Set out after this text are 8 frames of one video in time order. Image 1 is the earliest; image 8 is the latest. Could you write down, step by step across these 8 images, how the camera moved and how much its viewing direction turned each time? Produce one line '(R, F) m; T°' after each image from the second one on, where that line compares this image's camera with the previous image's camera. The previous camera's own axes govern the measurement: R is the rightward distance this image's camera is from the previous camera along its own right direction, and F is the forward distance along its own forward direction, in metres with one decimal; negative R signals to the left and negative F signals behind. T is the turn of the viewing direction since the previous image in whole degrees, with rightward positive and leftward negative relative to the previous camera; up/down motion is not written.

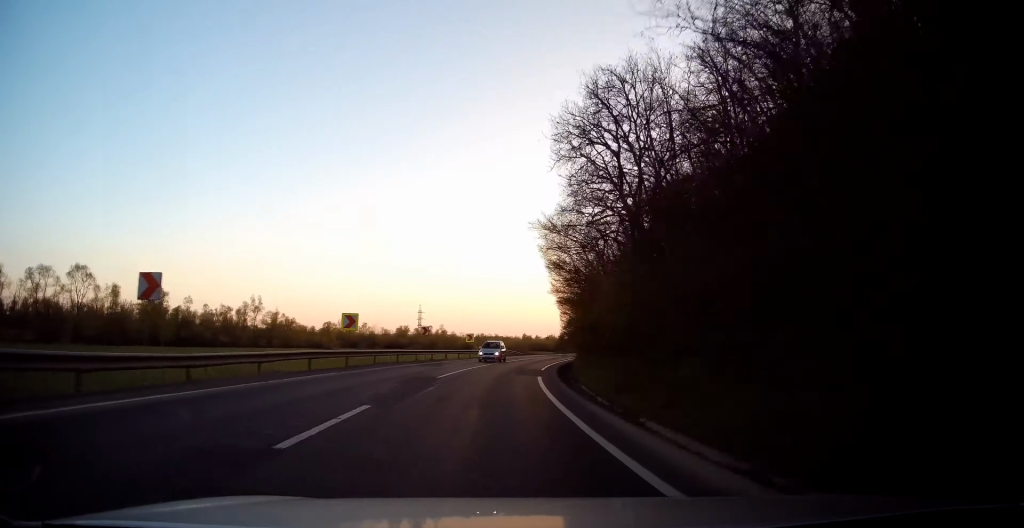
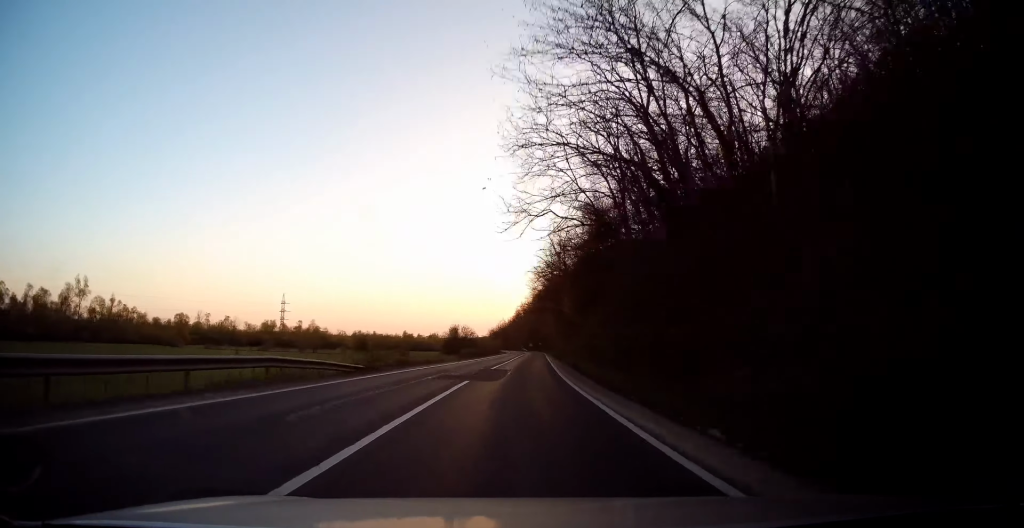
(+5.4, +49.6) m; +12°
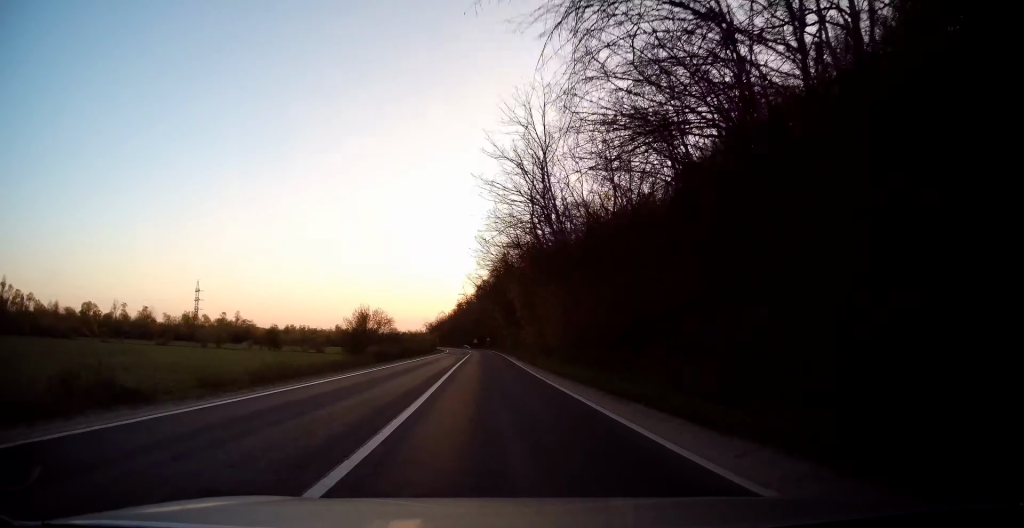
(+2.0, +34.0) m; +6°
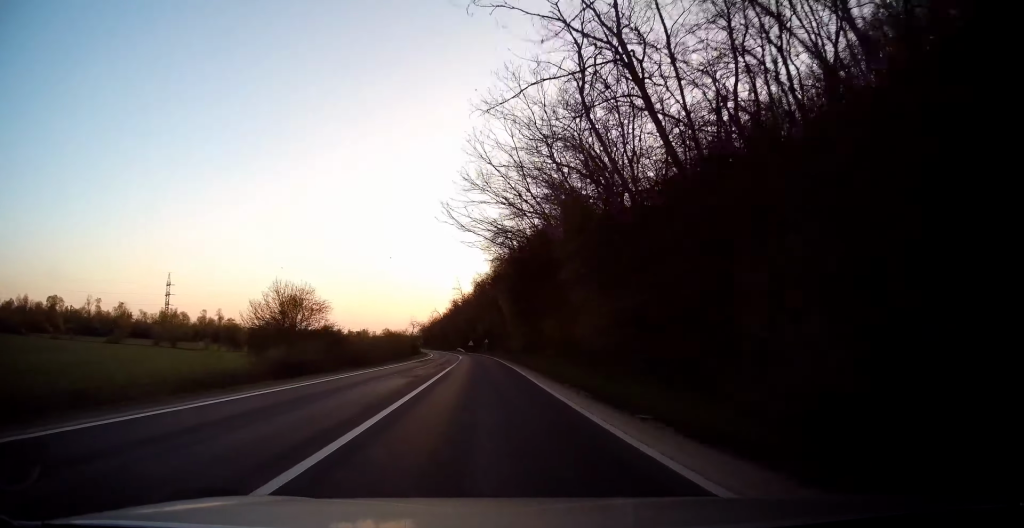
(+0.8, +25.2) m; +3°
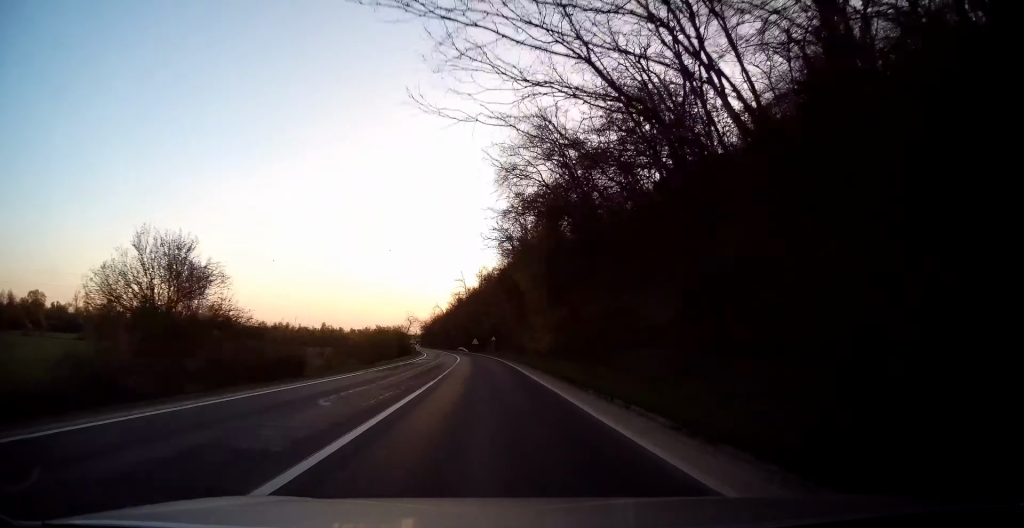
(+0.4, +16.9) m; 0°
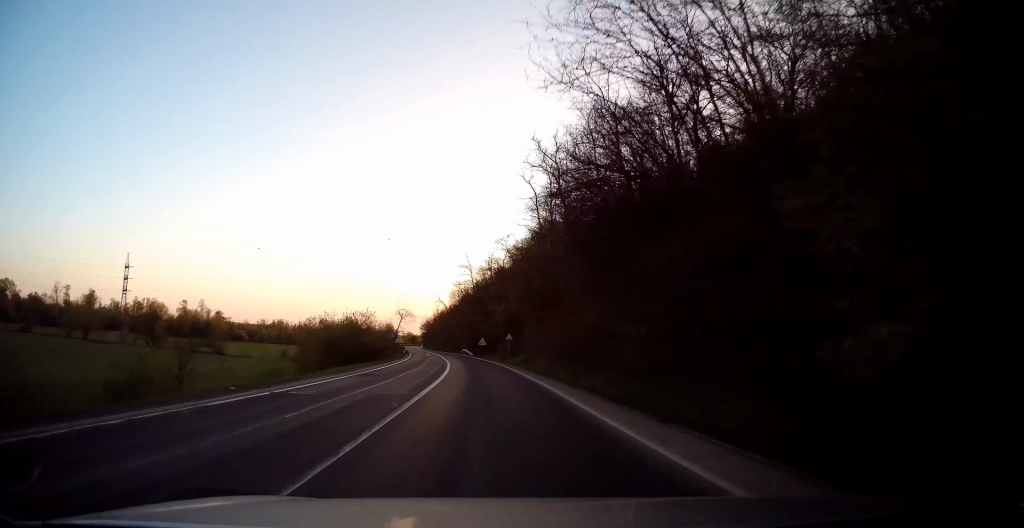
(-0.4, +25.4) m; -1°
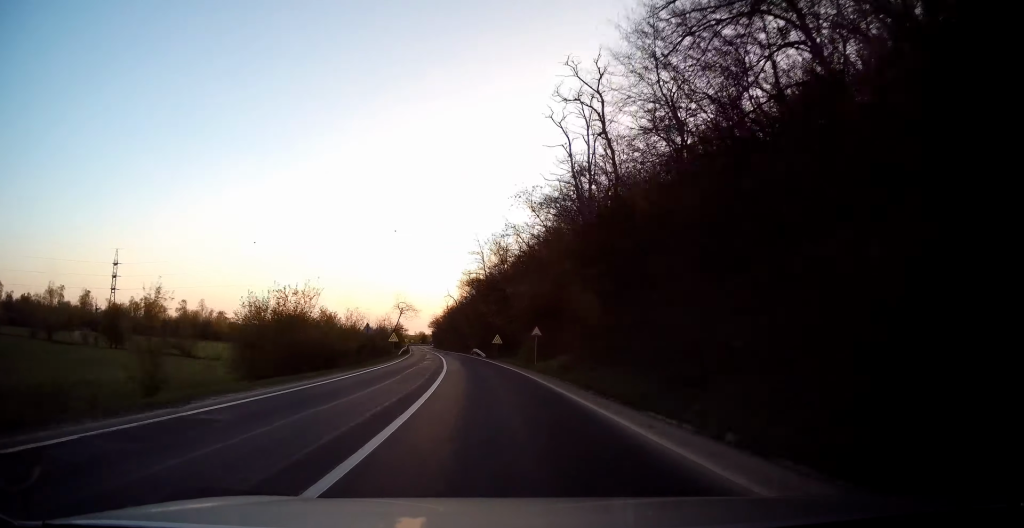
(0.0, +15.3) m; 0°
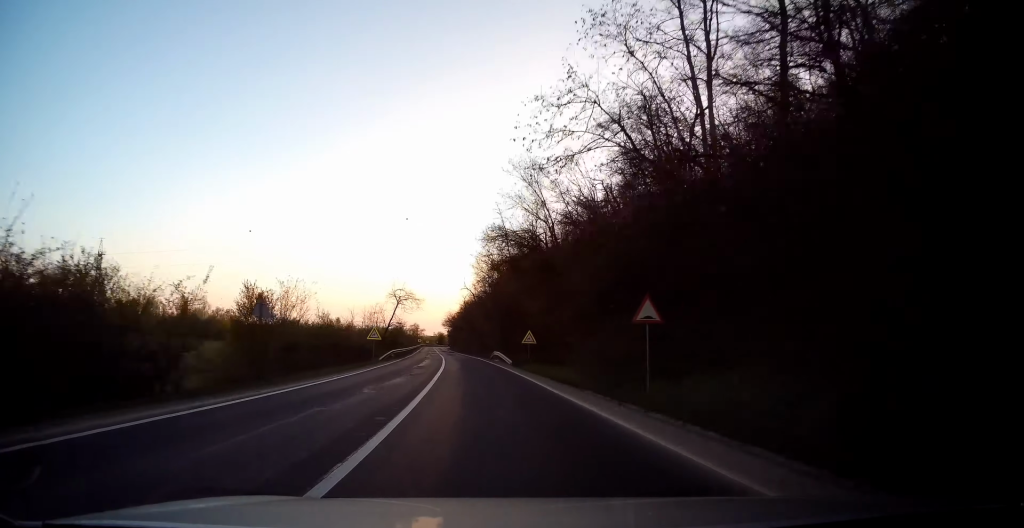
(0.0, +21.3) m; -1°
